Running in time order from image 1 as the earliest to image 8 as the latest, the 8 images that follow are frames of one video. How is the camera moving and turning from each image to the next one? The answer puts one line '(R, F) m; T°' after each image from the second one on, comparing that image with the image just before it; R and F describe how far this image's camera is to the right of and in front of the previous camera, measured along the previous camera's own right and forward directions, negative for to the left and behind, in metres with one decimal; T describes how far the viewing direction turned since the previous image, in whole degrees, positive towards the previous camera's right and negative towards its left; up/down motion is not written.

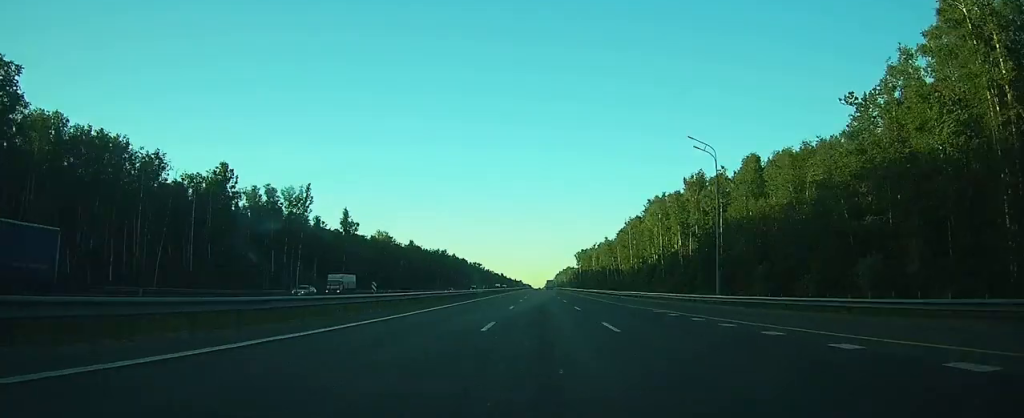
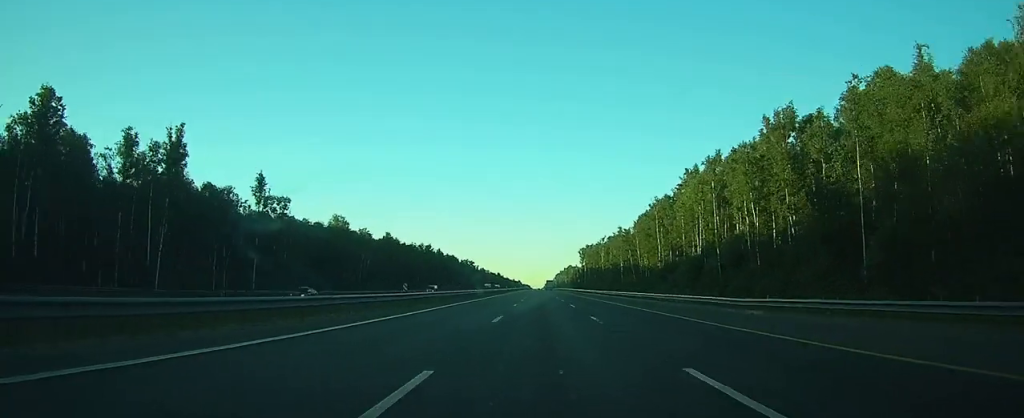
(0.0, +43.9) m; 0°
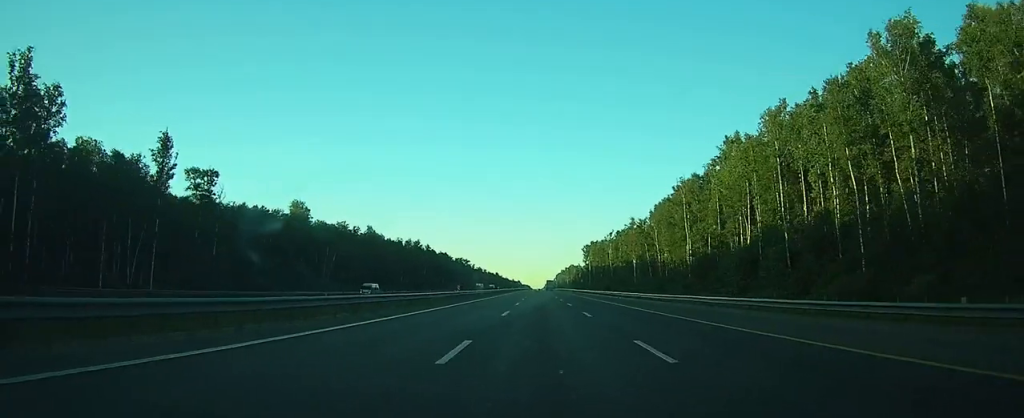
(-0.1, +27.1) m; 0°
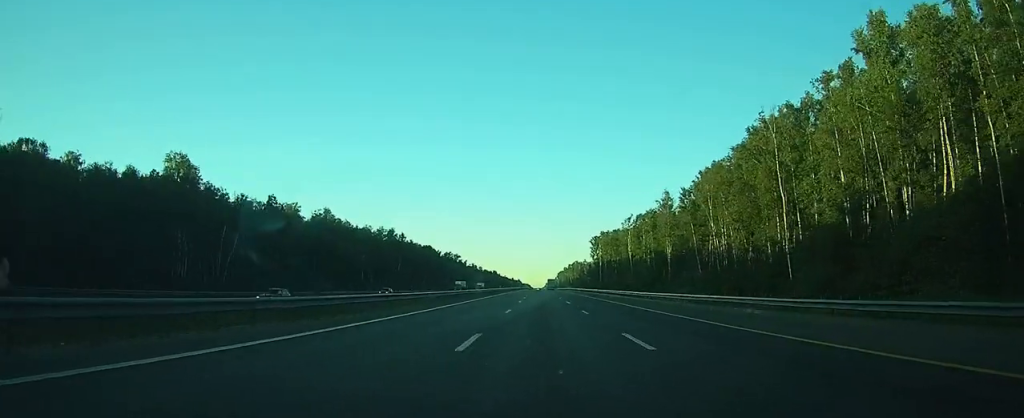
(-0.1, +45.7) m; 0°
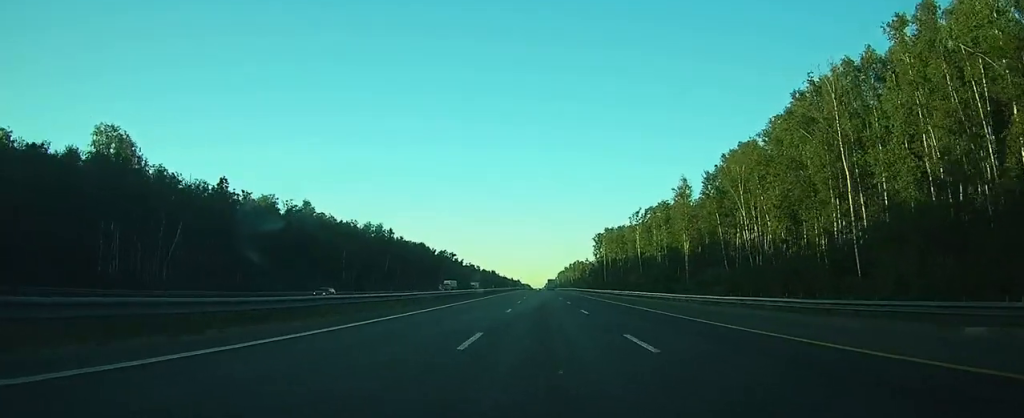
(0.0, +15.6) m; 0°
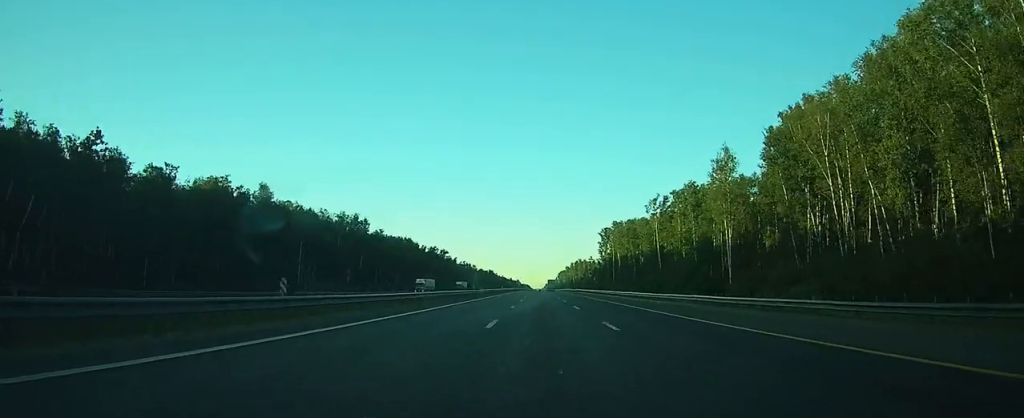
(0.0, +26.0) m; 0°
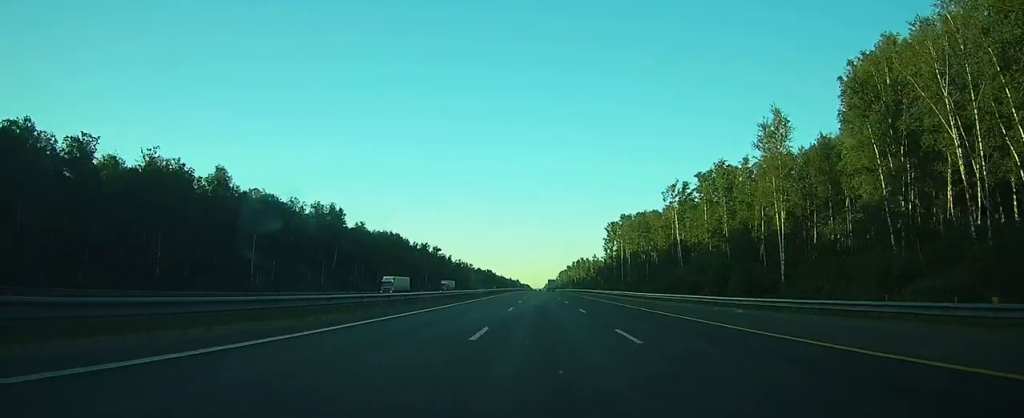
(0.0, +19.8) m; 0°
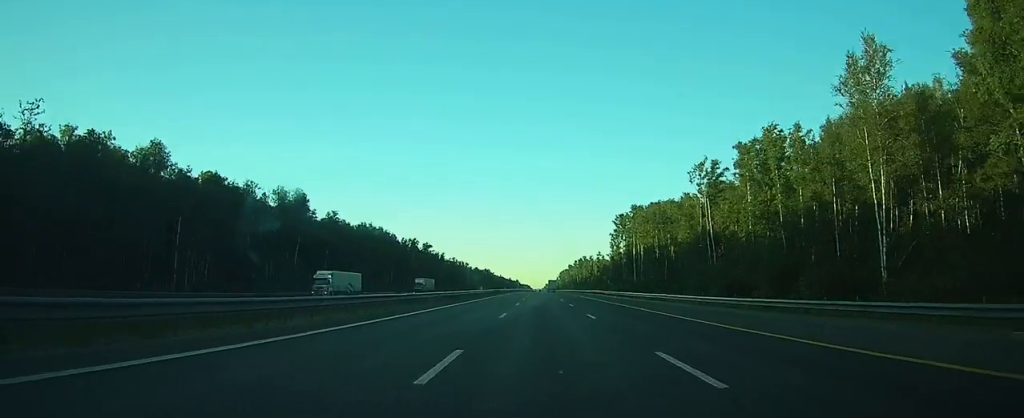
(+0.1, +21.9) m; 0°
